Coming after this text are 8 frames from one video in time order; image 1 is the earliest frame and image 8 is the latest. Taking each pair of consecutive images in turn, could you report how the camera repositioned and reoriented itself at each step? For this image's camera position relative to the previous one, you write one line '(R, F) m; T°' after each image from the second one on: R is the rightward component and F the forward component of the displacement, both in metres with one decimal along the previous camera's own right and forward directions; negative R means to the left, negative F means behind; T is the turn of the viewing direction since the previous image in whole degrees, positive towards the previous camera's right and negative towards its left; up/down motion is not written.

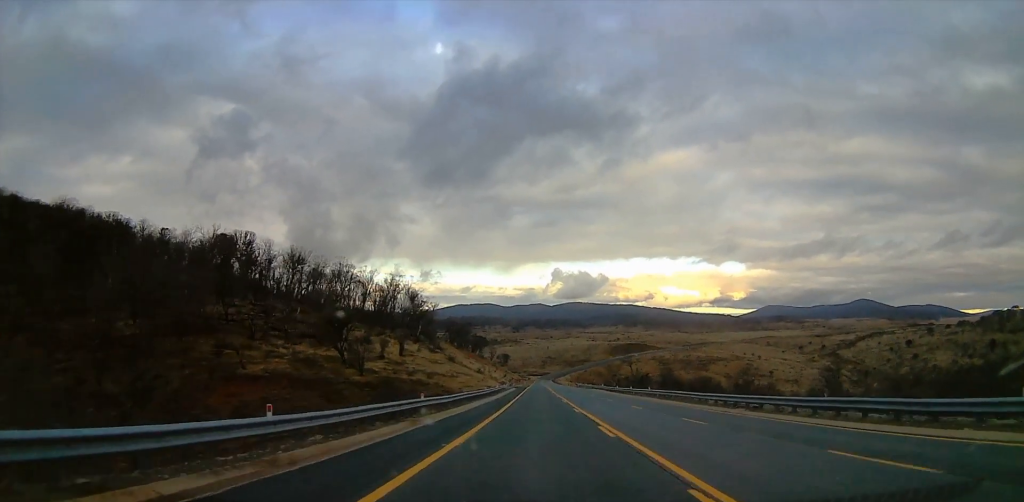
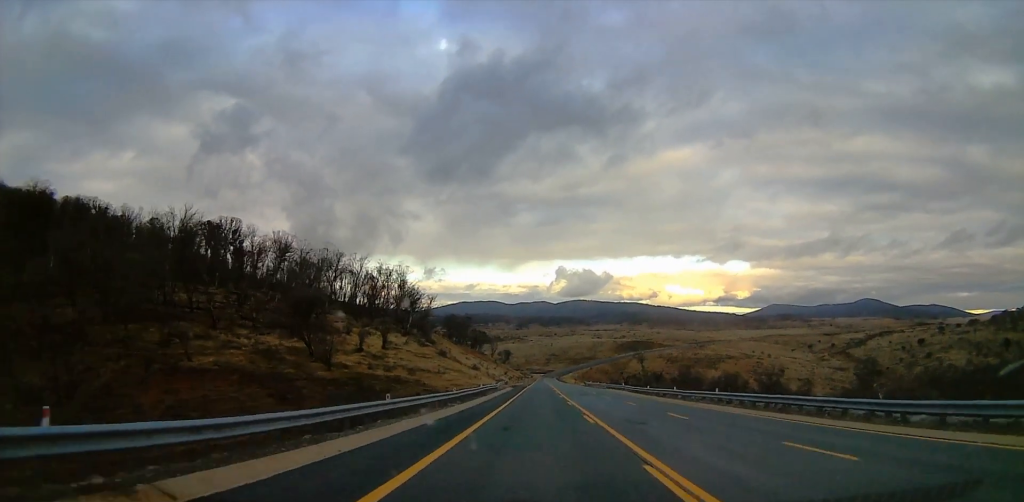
(-1.1, +20.4) m; -2°
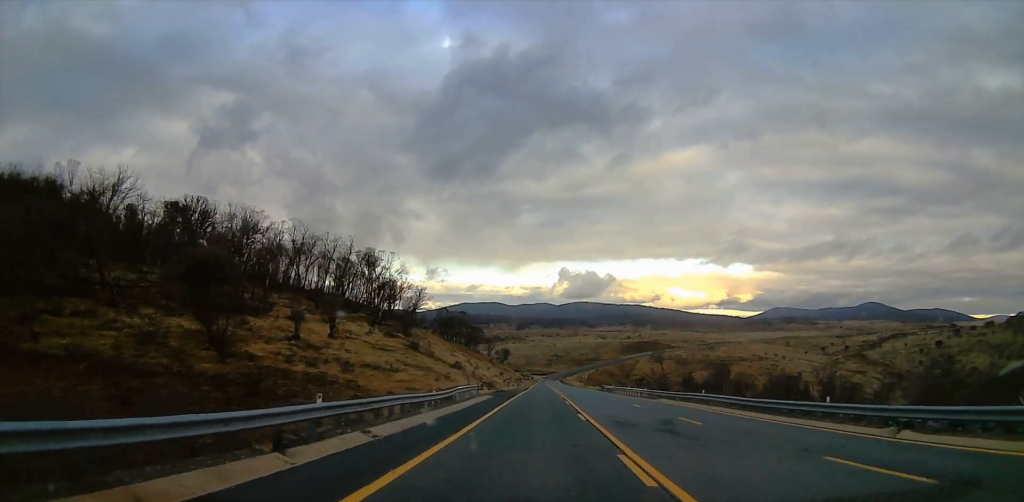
(-0.8, +36.7) m; -1°
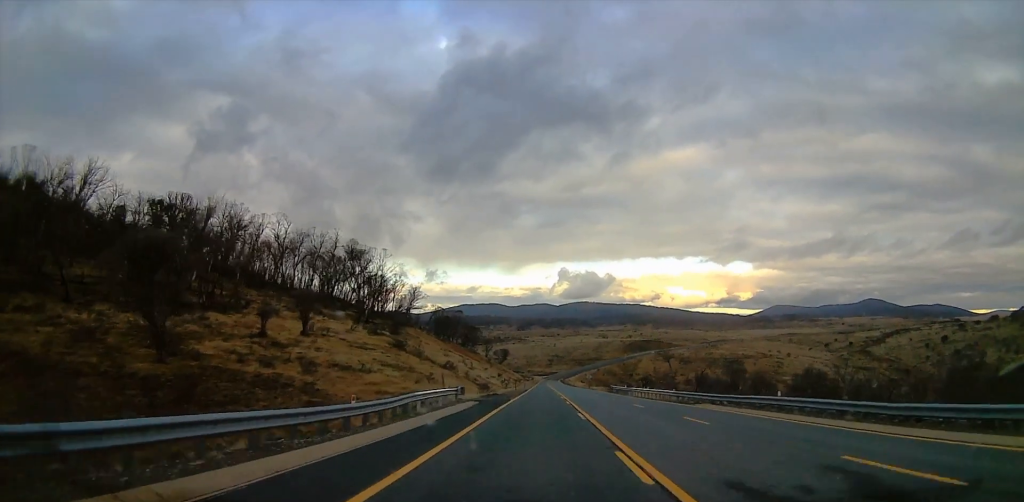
(0.0, +12.4) m; 0°
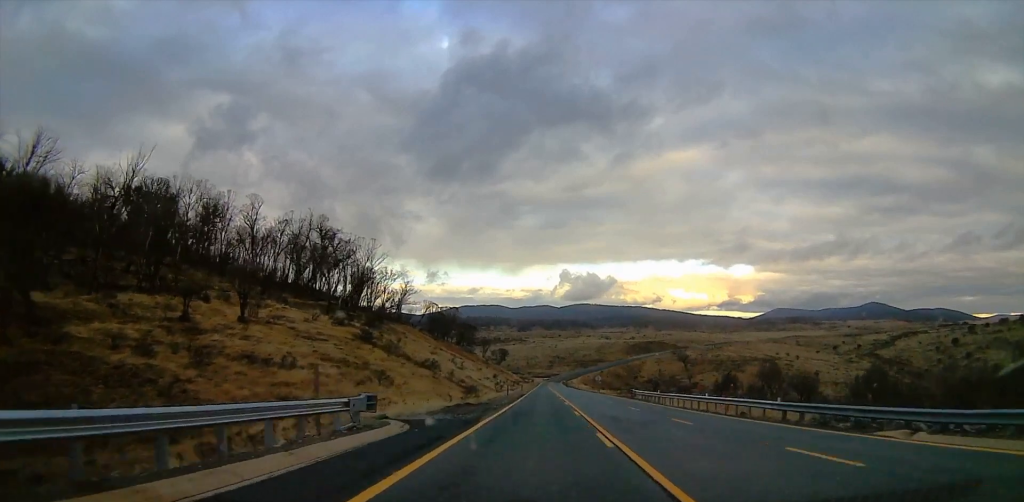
(0.0, +21.3) m; 0°
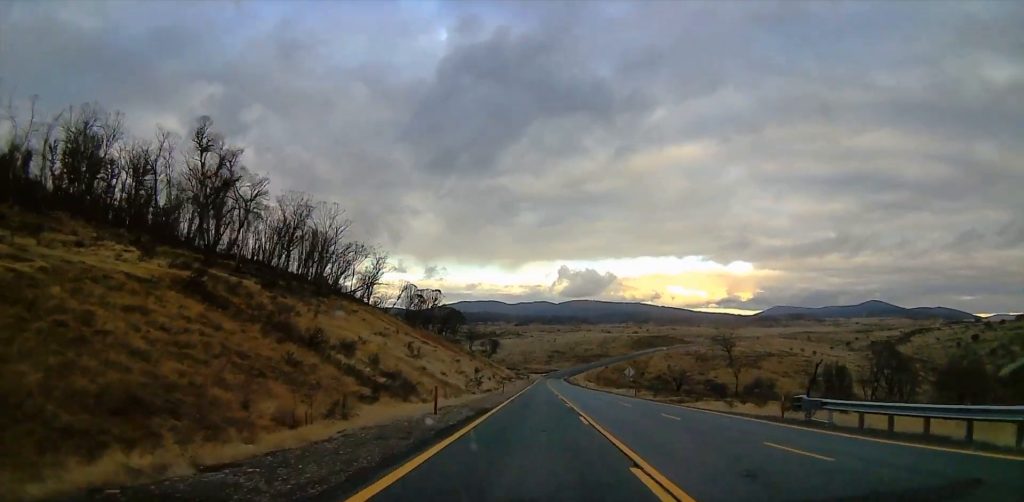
(0.0, +44.1) m; 0°
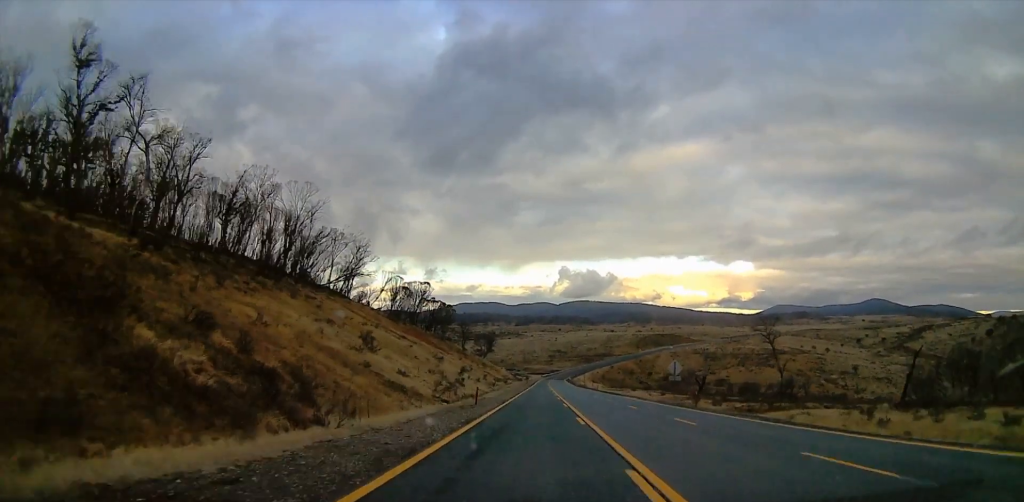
(0.0, +25.4) m; 0°
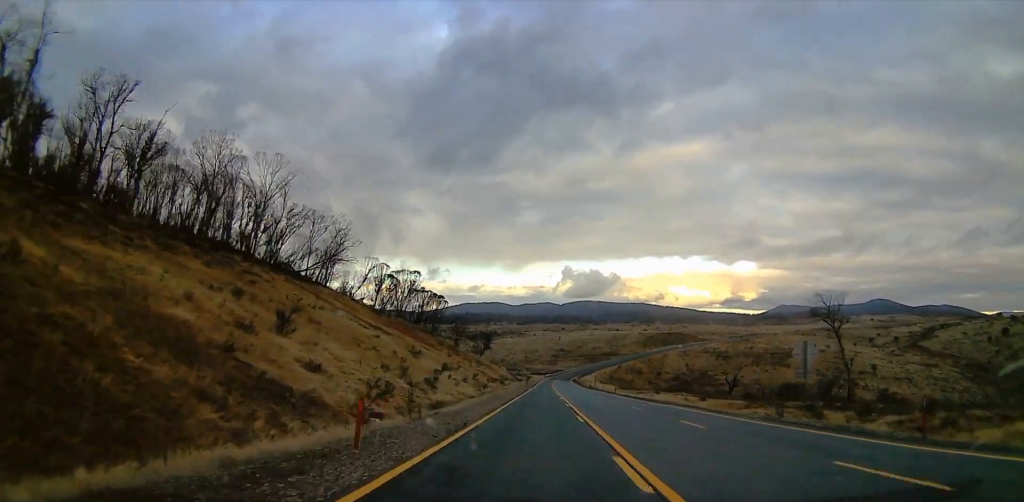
(0.0, +24.2) m; 0°
